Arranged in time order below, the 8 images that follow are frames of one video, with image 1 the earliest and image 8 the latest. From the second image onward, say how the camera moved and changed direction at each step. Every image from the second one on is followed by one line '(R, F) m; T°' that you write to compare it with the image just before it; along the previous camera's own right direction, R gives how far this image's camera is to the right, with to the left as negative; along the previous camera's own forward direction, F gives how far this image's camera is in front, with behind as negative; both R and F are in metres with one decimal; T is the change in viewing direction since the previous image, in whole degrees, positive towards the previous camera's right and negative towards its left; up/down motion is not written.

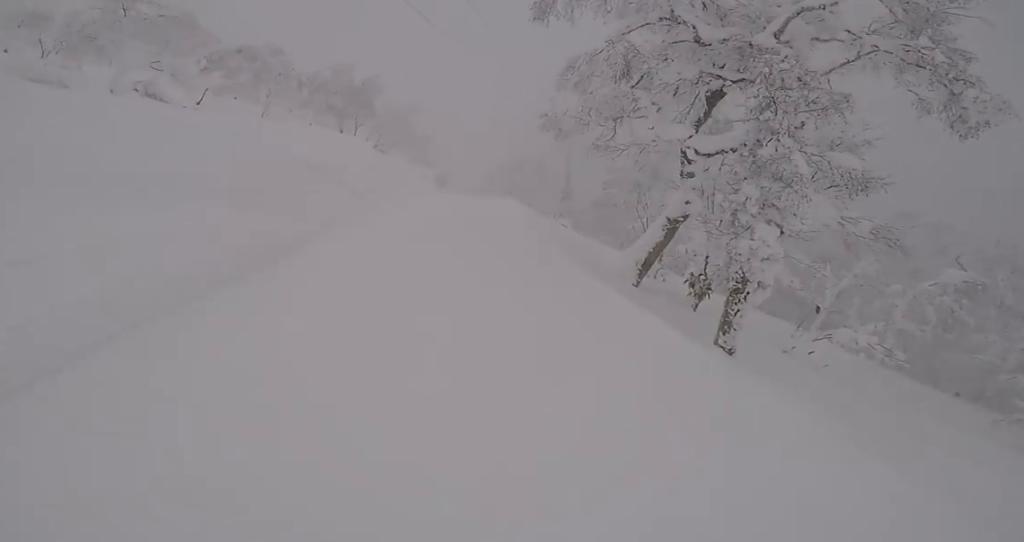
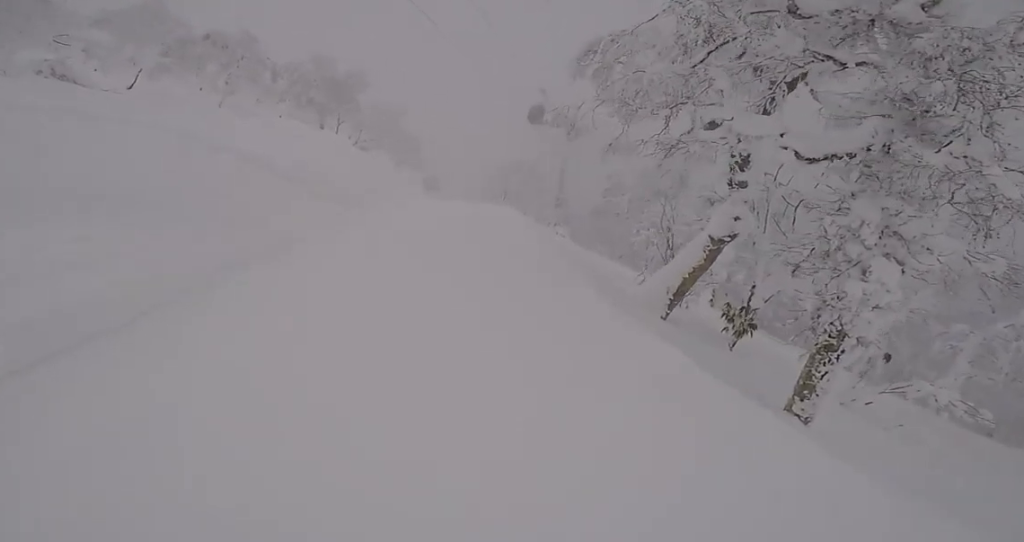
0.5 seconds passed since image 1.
(0.0, +3.0) m; 0°
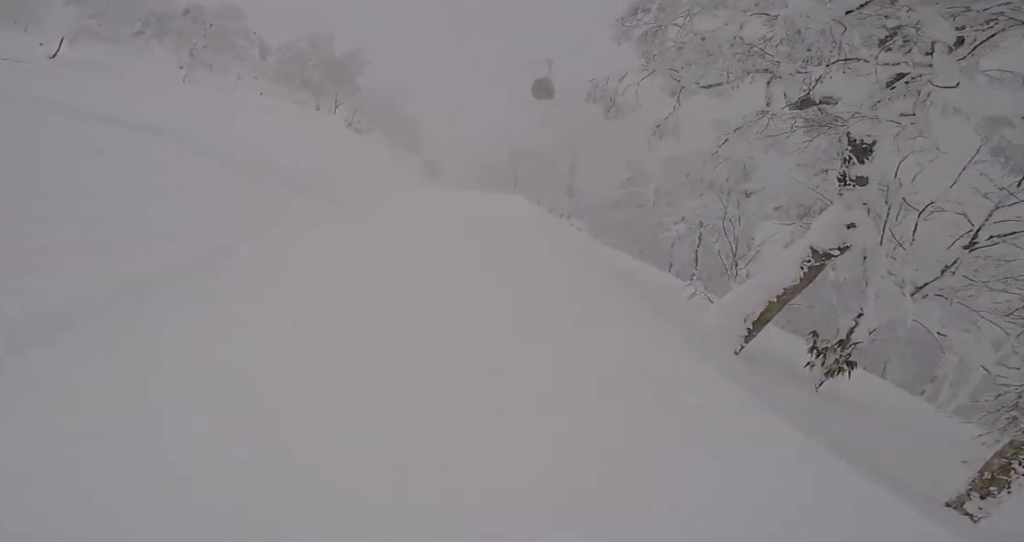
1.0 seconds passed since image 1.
(0.0, +3.1) m; -2°
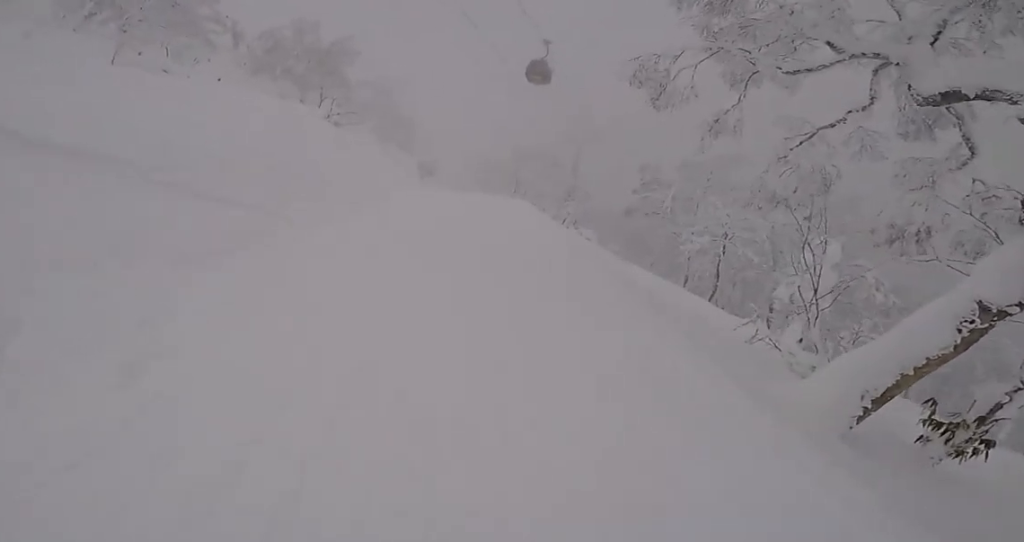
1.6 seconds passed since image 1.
(0.0, +3.1) m; 0°
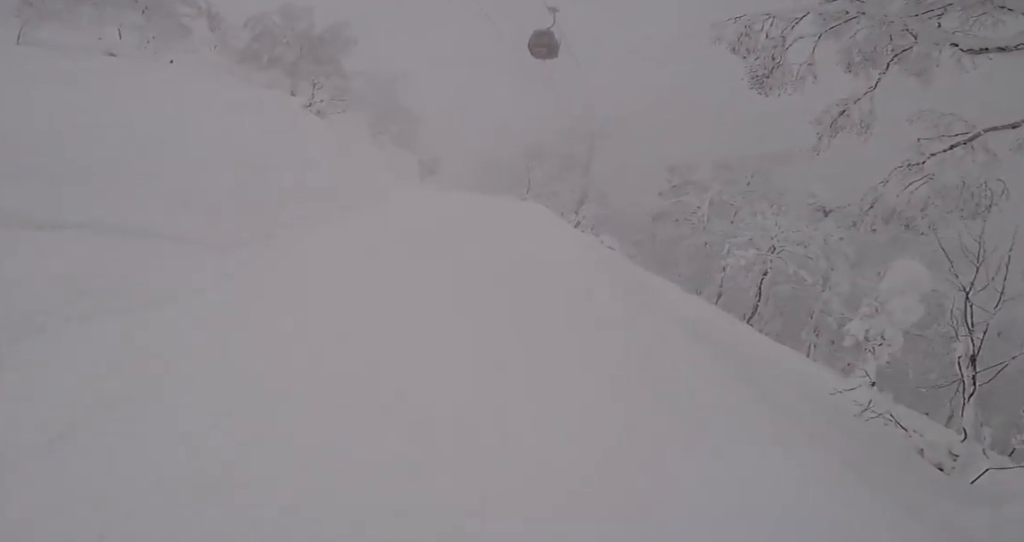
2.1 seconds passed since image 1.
(-0.3, +2.9) m; +5°
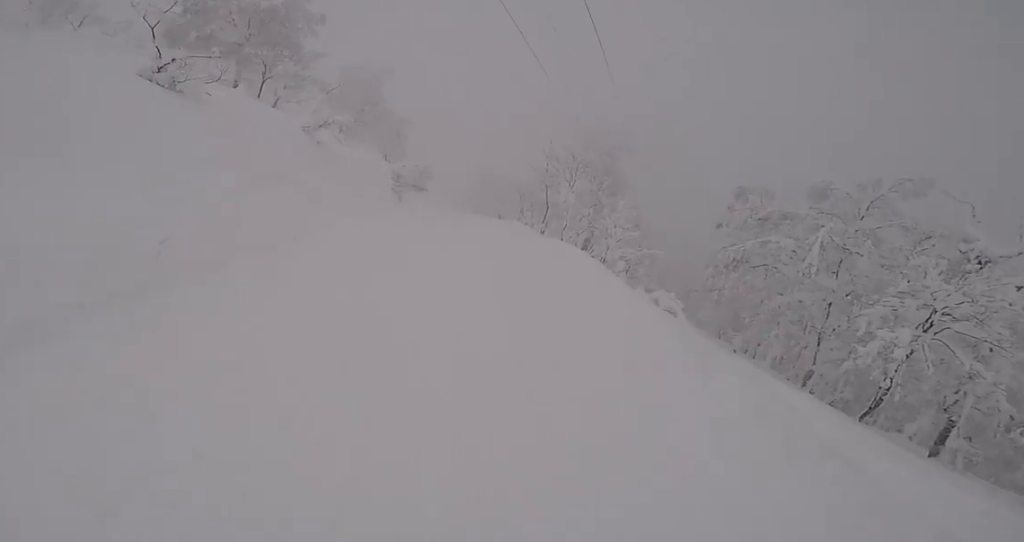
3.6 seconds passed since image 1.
(+1.1, +7.6) m; +4°
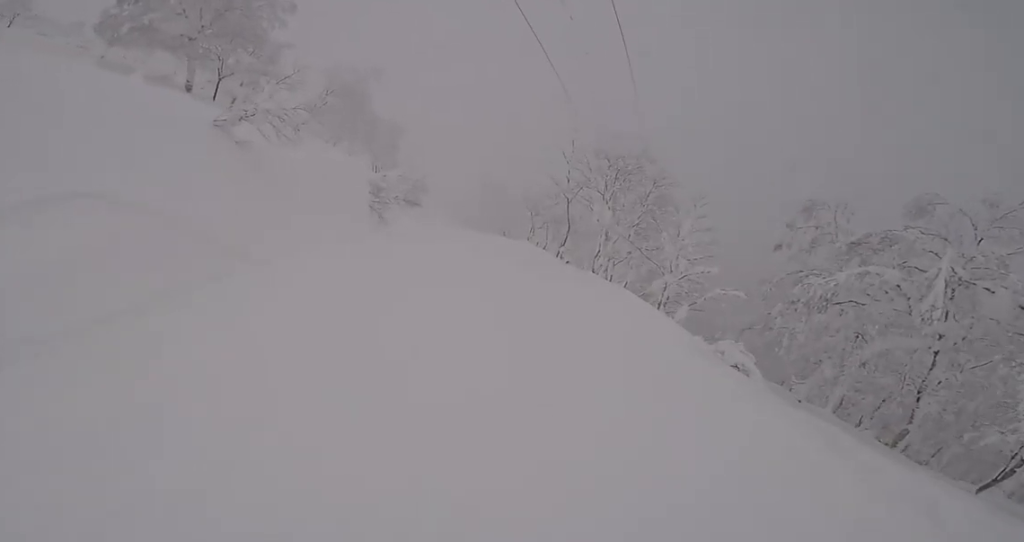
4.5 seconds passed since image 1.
(-0.8, +4.0) m; -1°
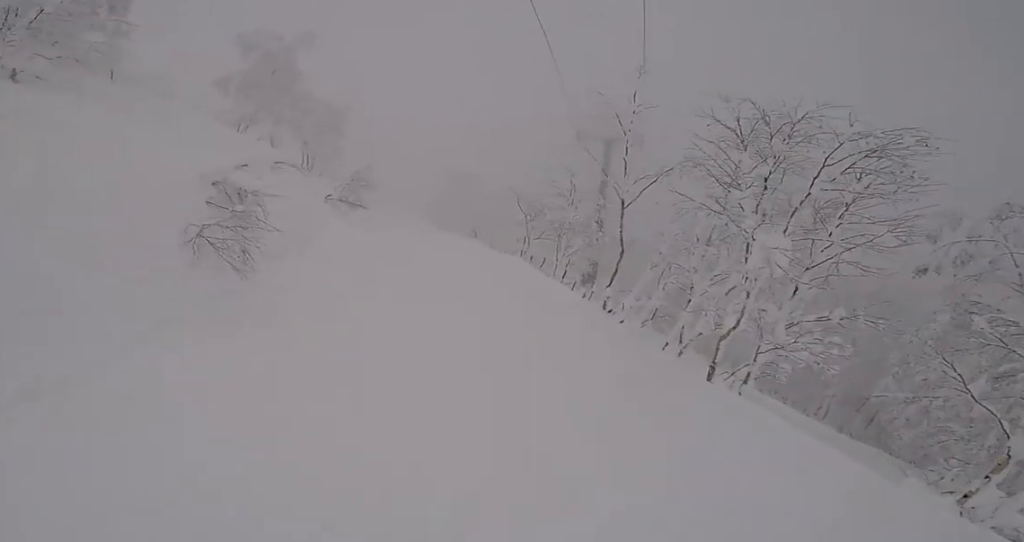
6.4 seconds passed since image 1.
(-0.1, +8.1) m; -16°
